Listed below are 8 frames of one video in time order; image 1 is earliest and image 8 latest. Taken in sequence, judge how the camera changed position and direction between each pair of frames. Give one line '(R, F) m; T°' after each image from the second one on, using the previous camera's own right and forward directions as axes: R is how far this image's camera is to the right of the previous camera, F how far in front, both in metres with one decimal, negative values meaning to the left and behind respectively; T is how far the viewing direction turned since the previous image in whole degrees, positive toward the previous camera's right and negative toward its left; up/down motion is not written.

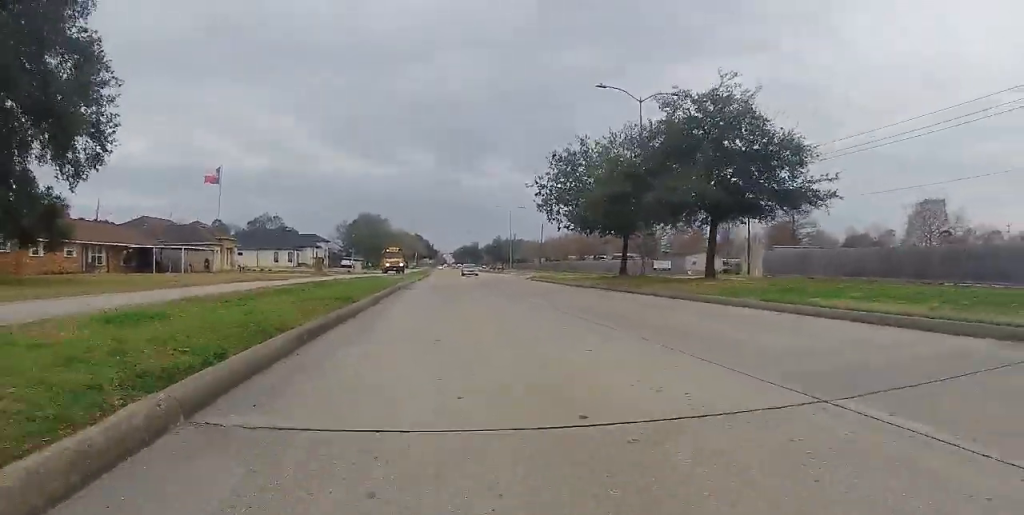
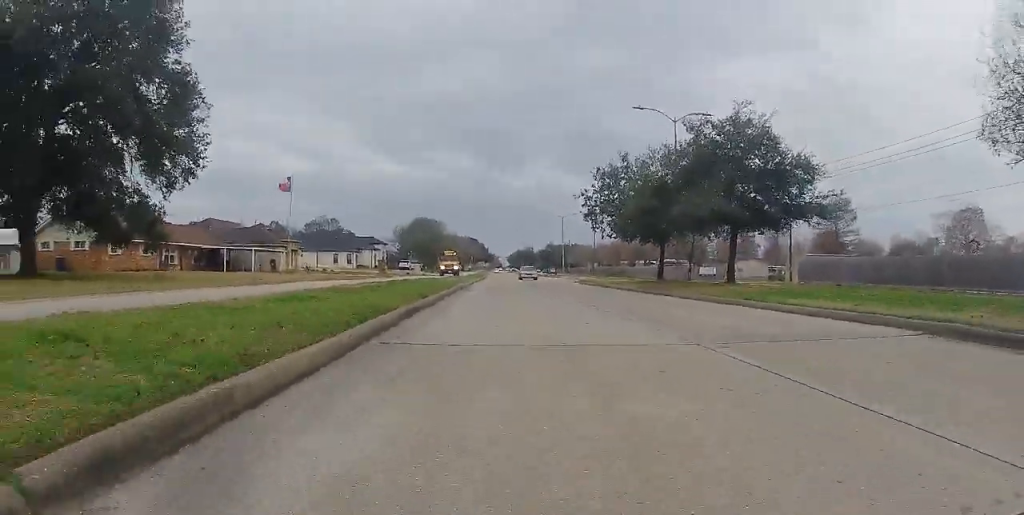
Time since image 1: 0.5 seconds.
(+0.1, +3.4) m; +1°
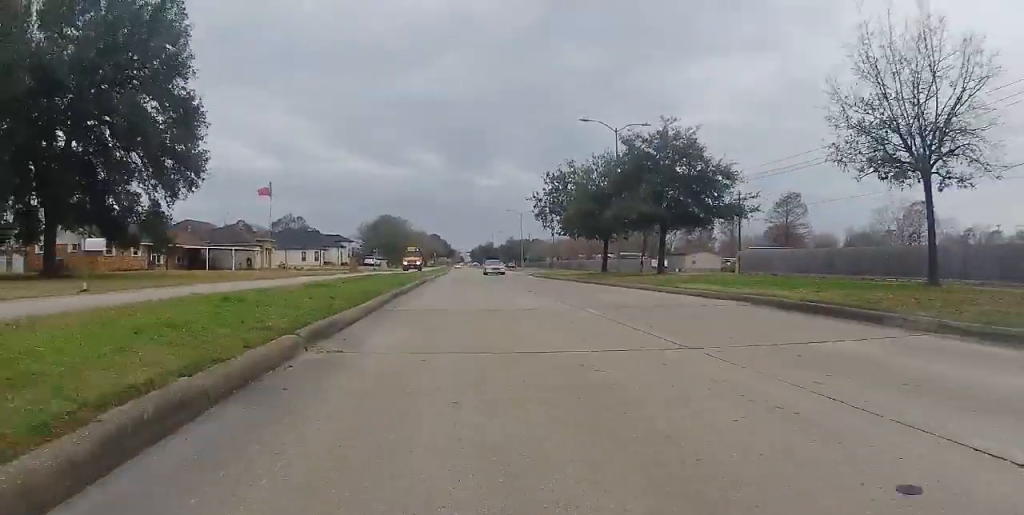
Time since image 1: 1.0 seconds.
(0.0, +4.1) m; 0°
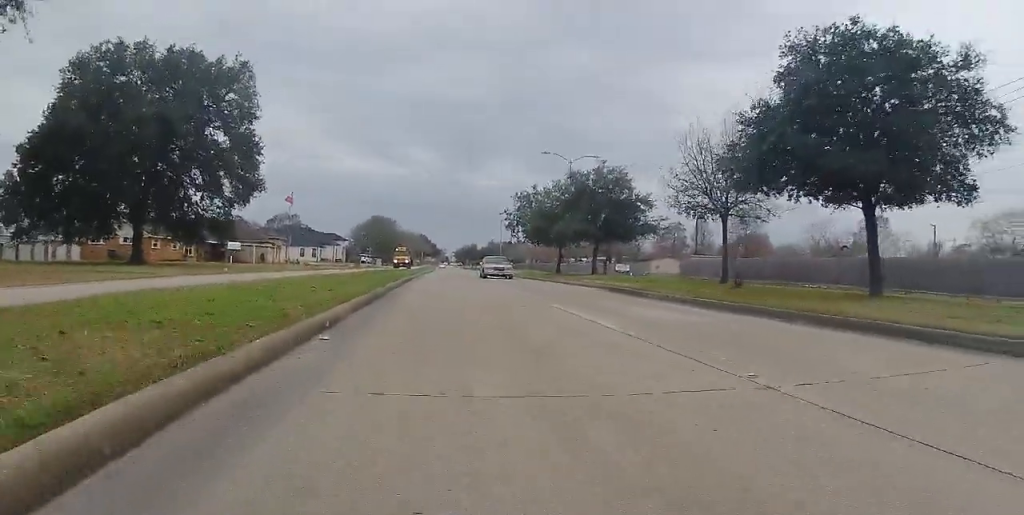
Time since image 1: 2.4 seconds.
(-0.1, +10.0) m; -4°
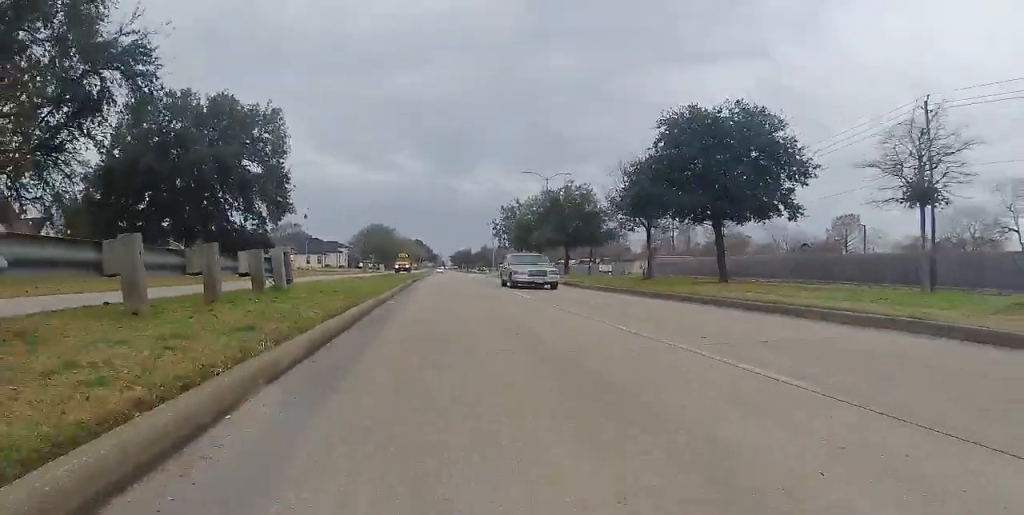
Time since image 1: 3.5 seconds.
(-0.3, +8.0) m; +1°
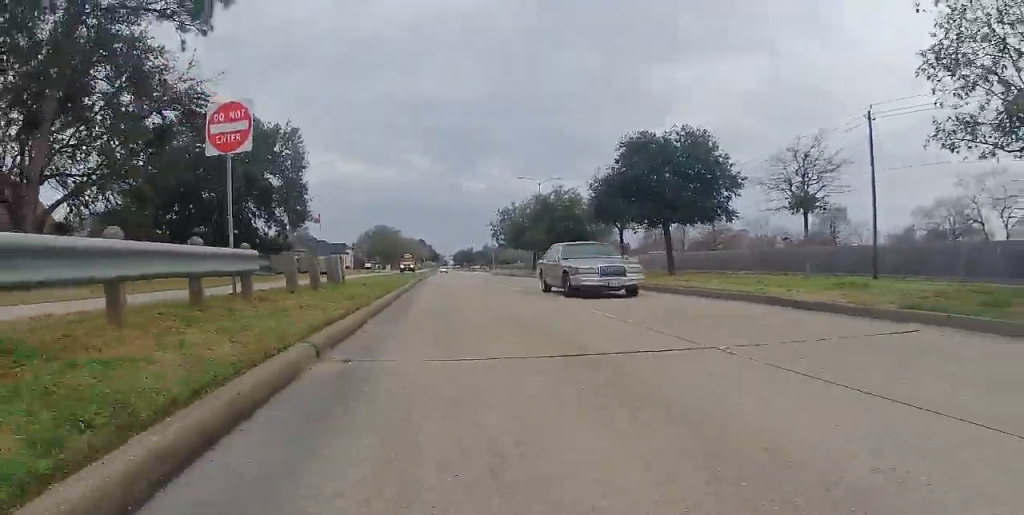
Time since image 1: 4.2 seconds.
(+0.3, +5.2) m; +2°
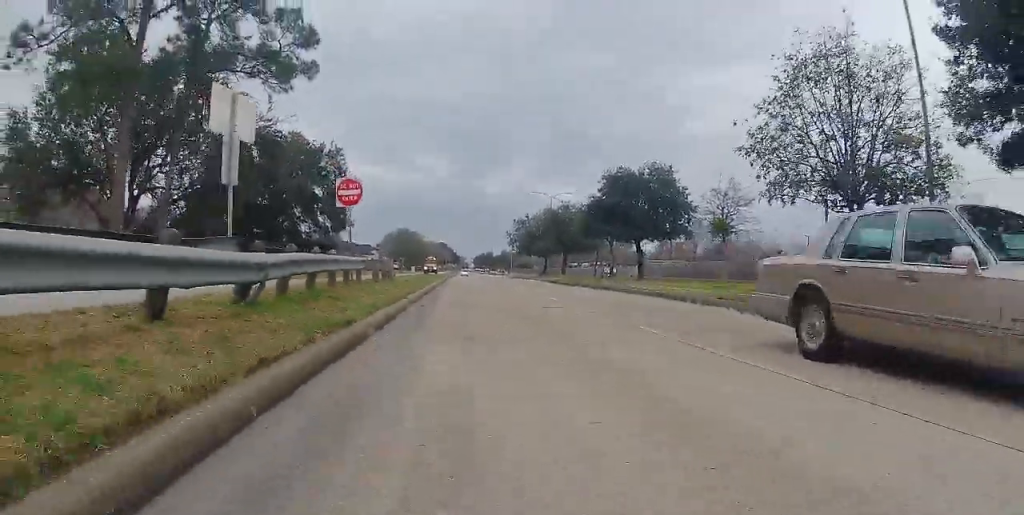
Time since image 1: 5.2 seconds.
(+0.1, +7.5) m; +1°
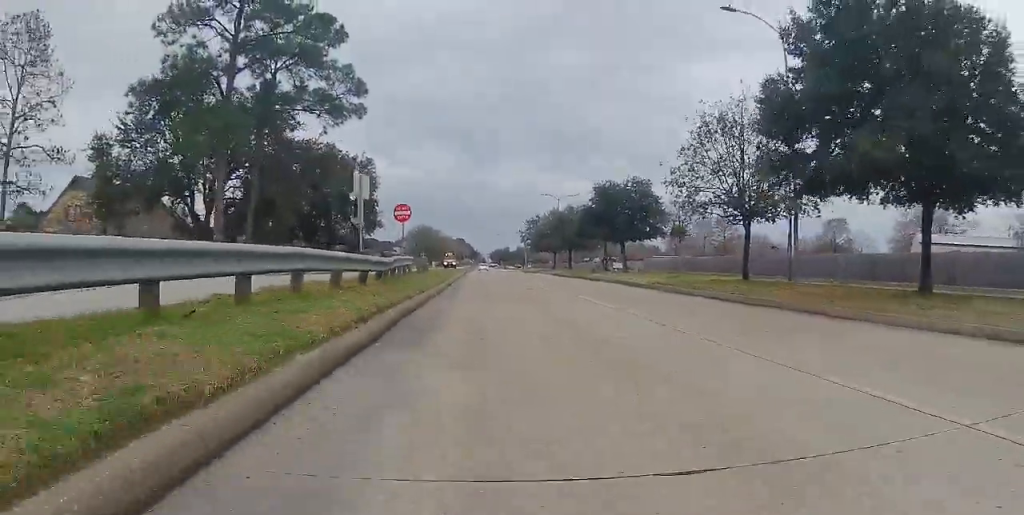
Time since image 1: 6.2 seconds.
(0.0, +7.6) m; 0°
